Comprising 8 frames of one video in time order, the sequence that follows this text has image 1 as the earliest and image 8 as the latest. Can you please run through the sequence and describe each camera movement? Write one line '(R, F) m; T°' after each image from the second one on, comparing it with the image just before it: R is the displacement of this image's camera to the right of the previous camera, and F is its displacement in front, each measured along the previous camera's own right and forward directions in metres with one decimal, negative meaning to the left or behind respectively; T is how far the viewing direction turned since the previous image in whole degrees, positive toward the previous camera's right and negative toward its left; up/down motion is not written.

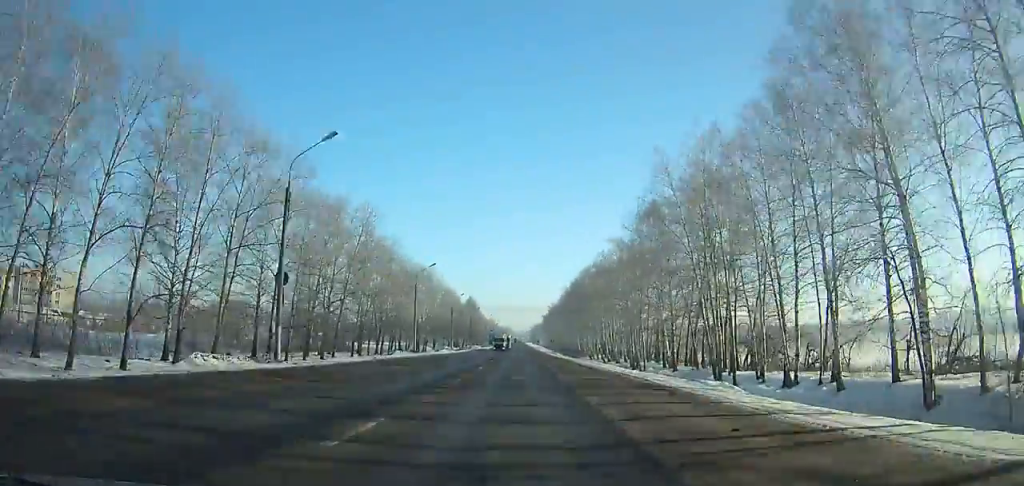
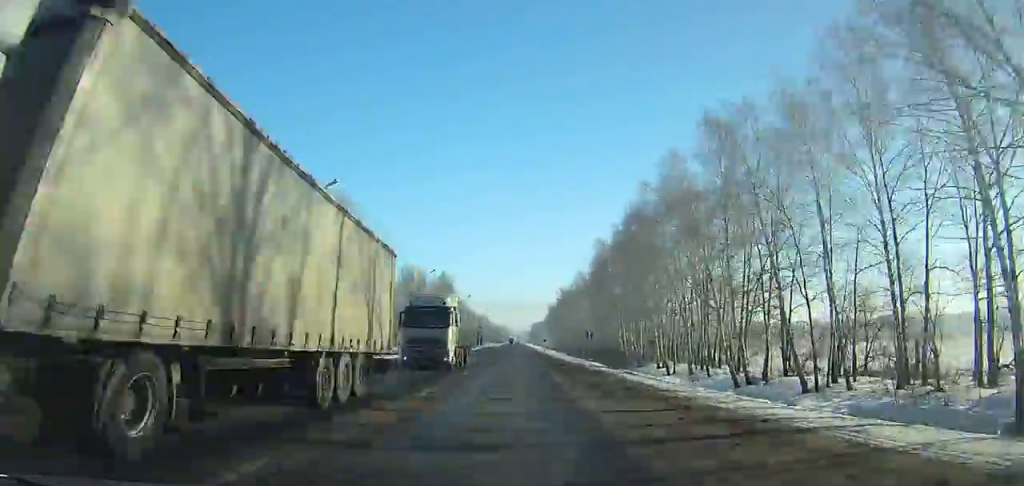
(-0.2, +77.1) m; 0°
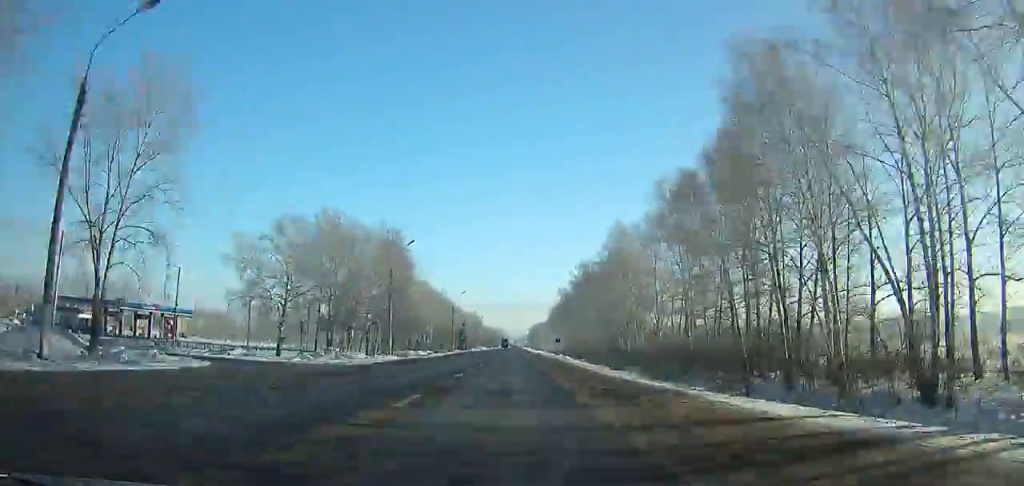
(+0.1, +62.6) m; 0°
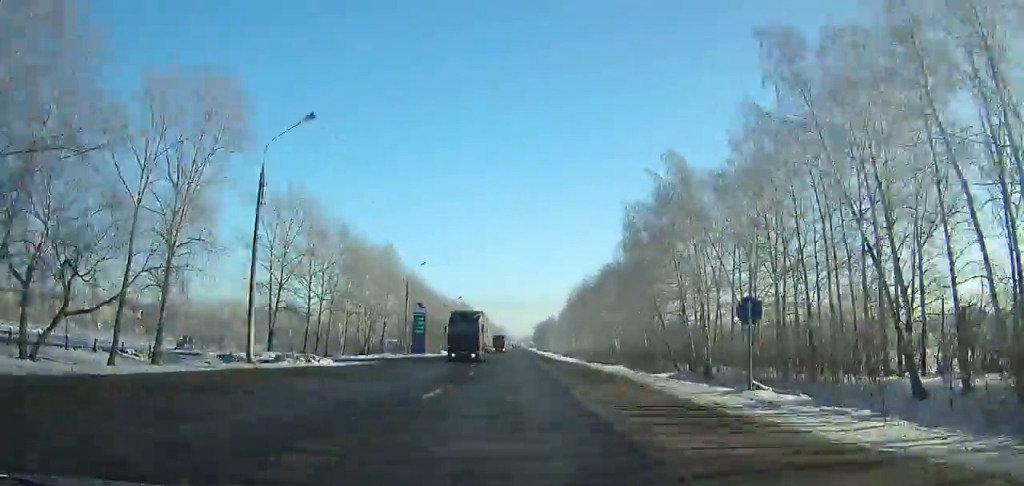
(+0.9, +81.1) m; 0°
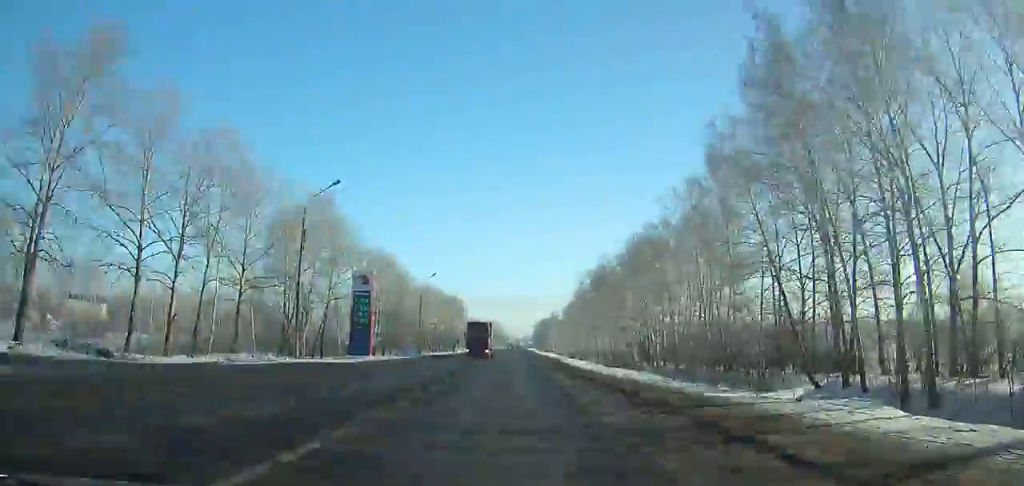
(+0.8, +33.9) m; -1°
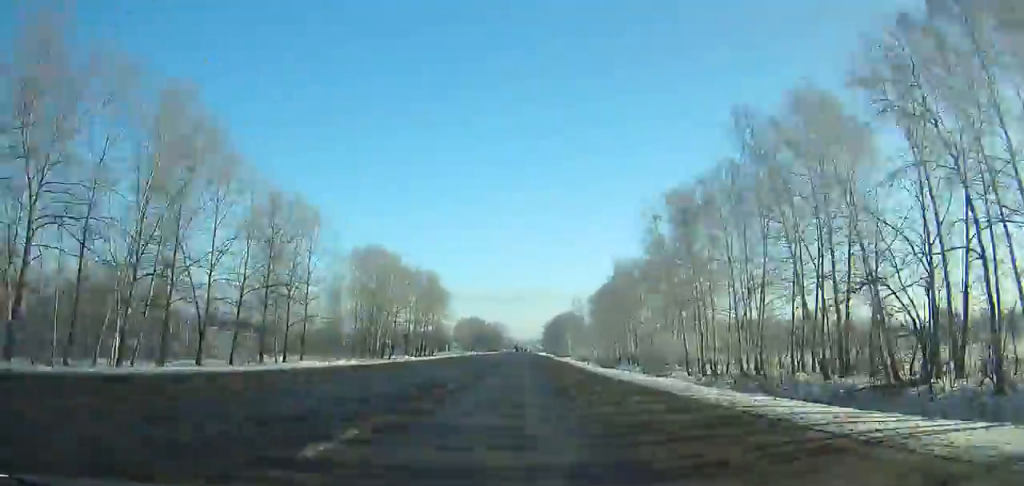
(-2.3, +70.0) m; -1°
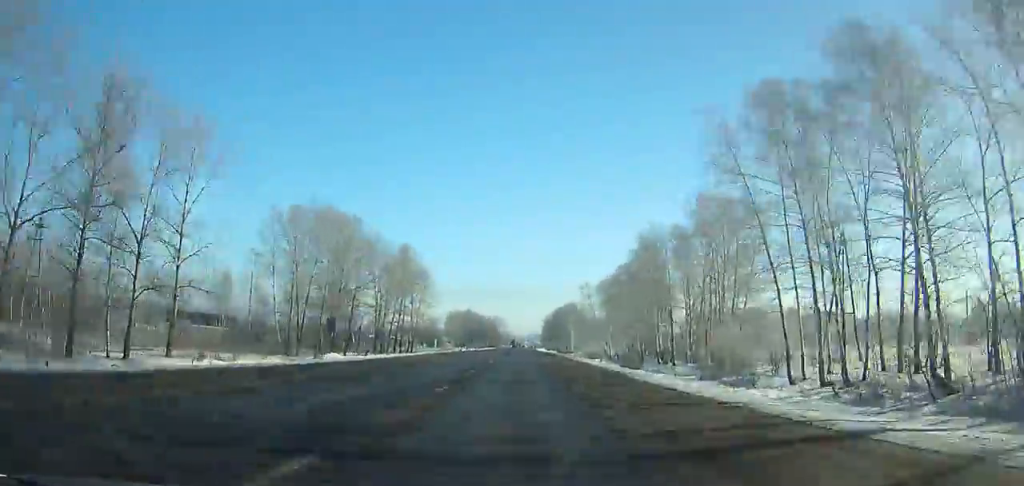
(+0.6, +27.1) m; +1°
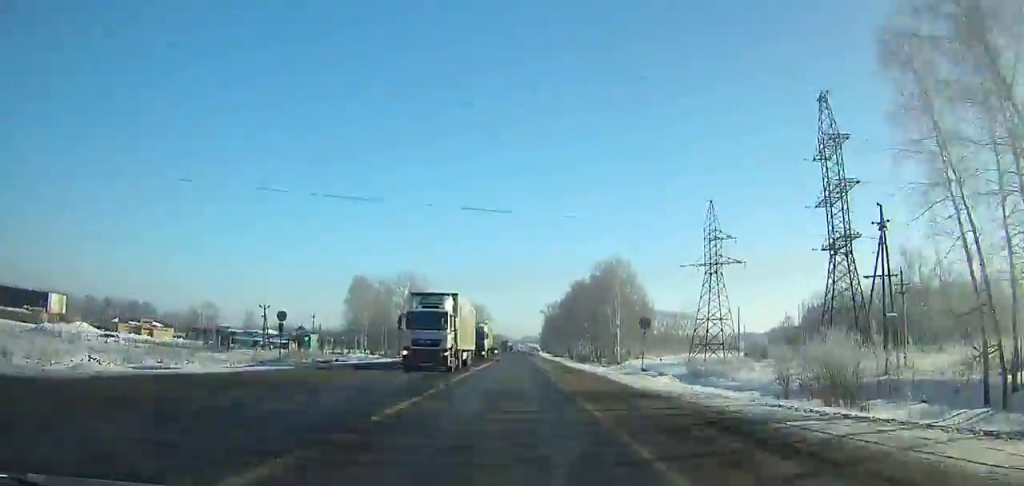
(+1.8, +126.0) m; +1°
